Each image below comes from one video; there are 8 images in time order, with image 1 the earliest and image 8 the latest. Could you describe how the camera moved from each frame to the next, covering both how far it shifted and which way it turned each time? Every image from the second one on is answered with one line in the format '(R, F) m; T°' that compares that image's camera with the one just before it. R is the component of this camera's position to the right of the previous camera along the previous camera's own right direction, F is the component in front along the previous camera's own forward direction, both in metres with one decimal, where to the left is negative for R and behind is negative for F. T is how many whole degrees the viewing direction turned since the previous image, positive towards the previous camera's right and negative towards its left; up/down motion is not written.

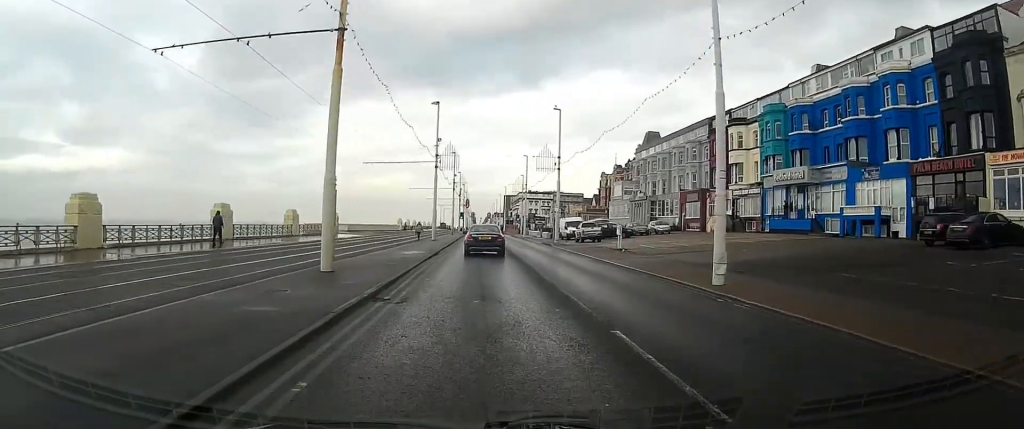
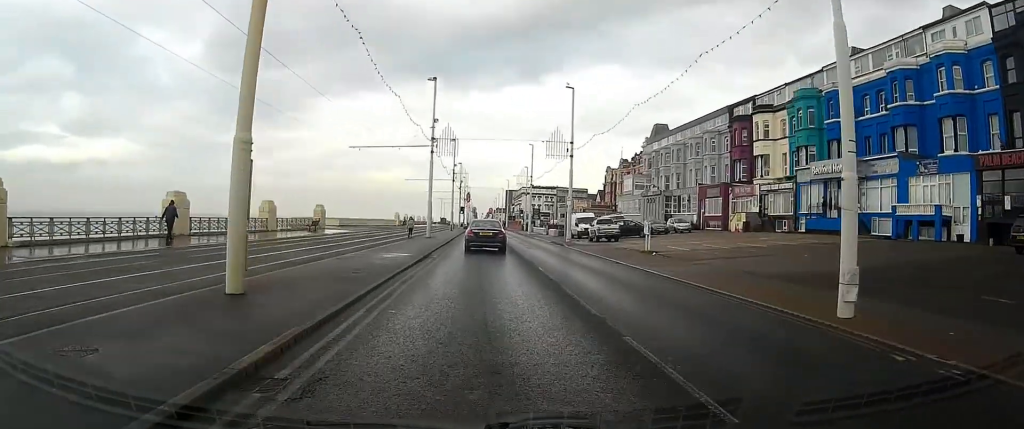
(0.0, +6.4) m; 0°
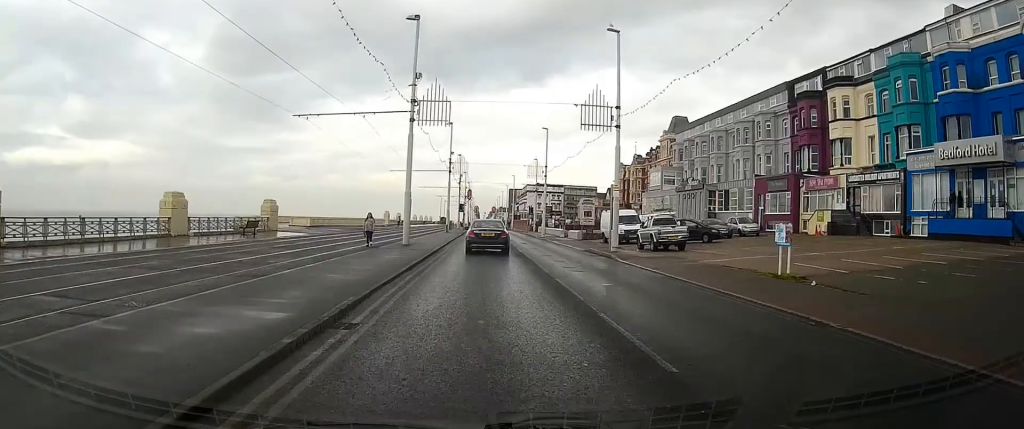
(-0.1, +15.3) m; 0°
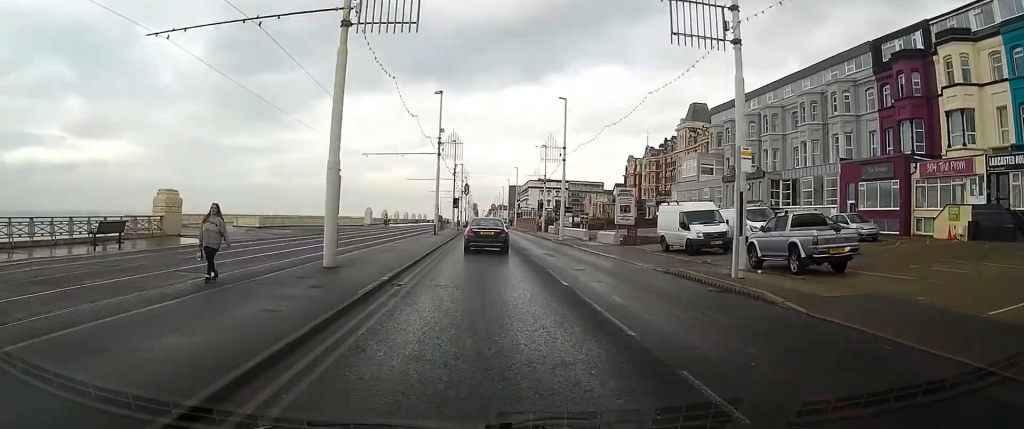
(+0.1, +15.4) m; +1°
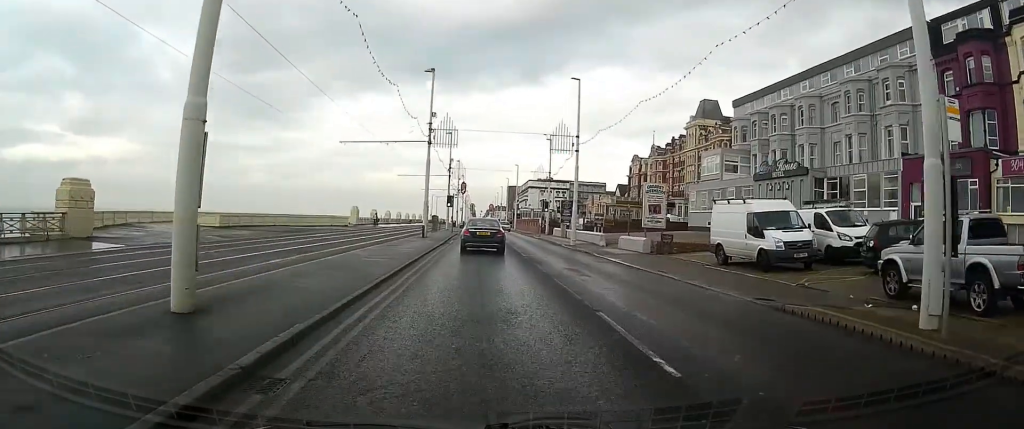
(+0.1, +7.7) m; 0°
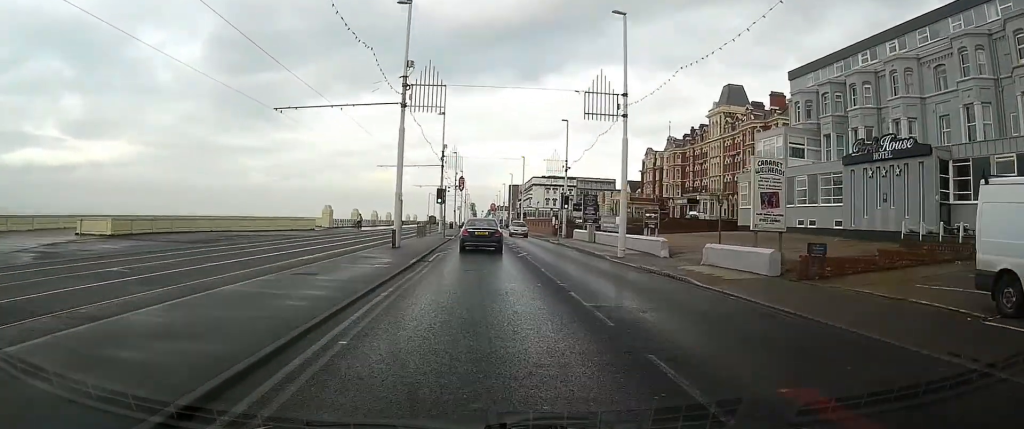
(0.0, +14.1) m; 0°
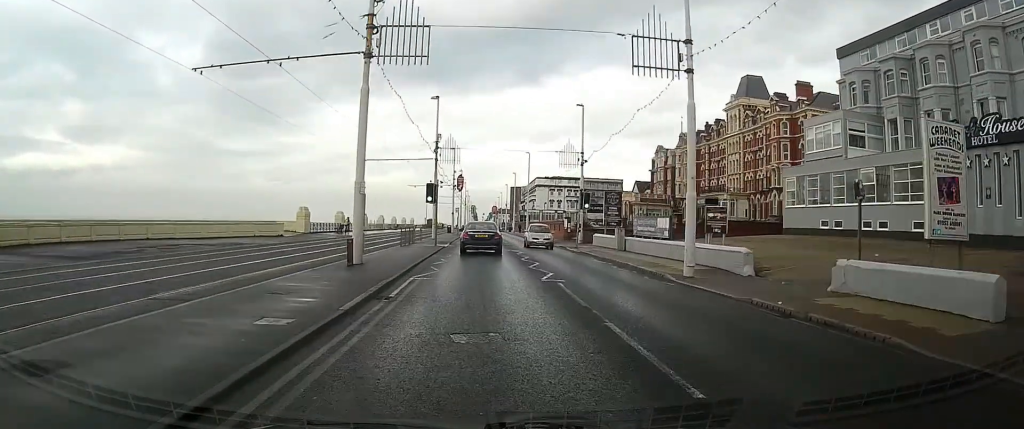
(0.0, +9.0) m; 0°
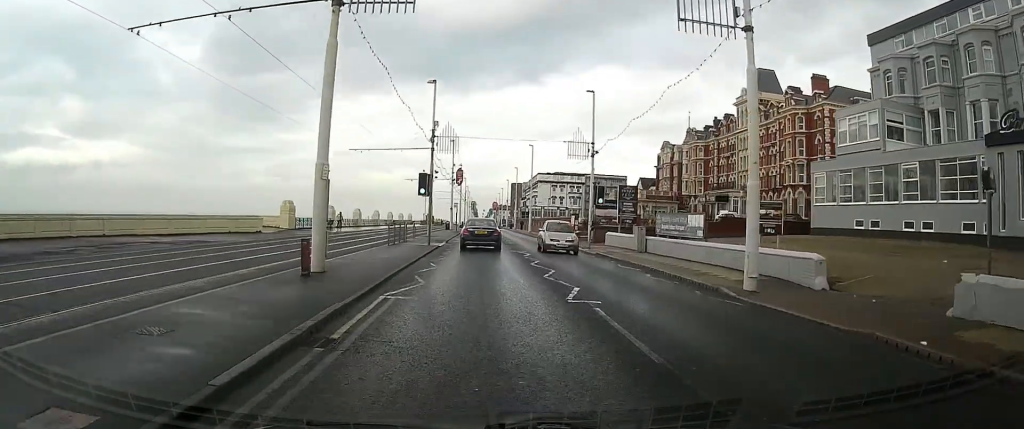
(0.0, +4.5) m; 0°
